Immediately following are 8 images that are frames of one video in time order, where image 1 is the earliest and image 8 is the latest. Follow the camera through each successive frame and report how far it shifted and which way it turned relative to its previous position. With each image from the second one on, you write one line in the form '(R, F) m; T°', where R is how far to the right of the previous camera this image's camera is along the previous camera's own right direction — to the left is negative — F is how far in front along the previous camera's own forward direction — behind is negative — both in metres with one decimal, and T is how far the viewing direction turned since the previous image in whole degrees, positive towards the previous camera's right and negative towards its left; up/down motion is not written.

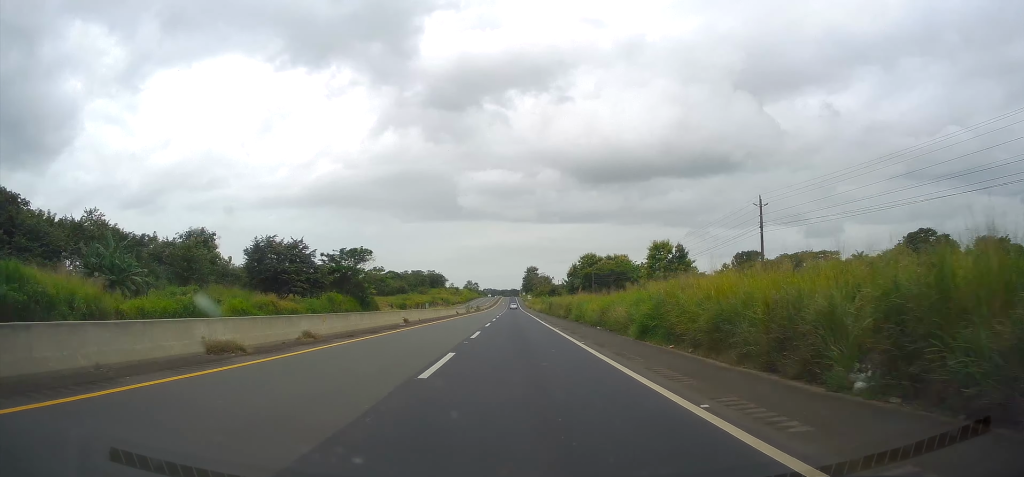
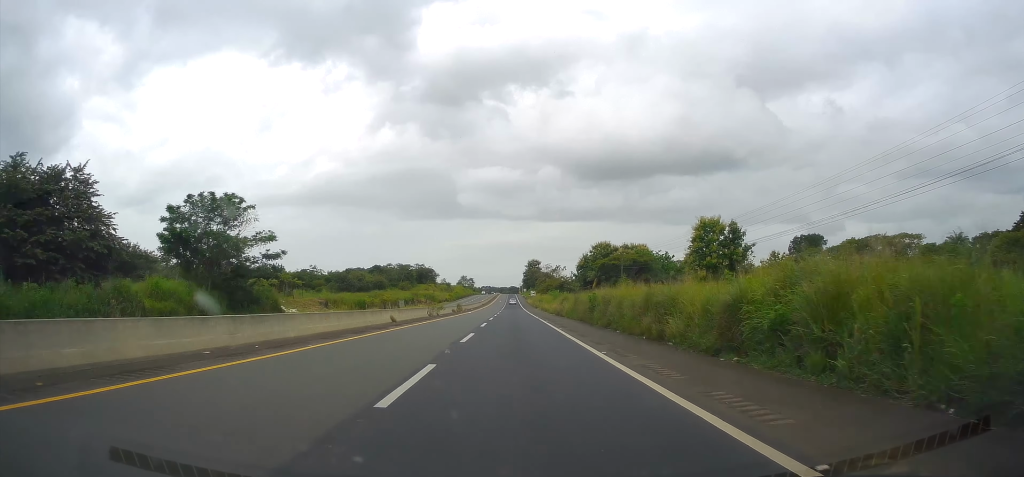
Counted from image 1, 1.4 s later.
(+0.1, +39.0) m; 0°
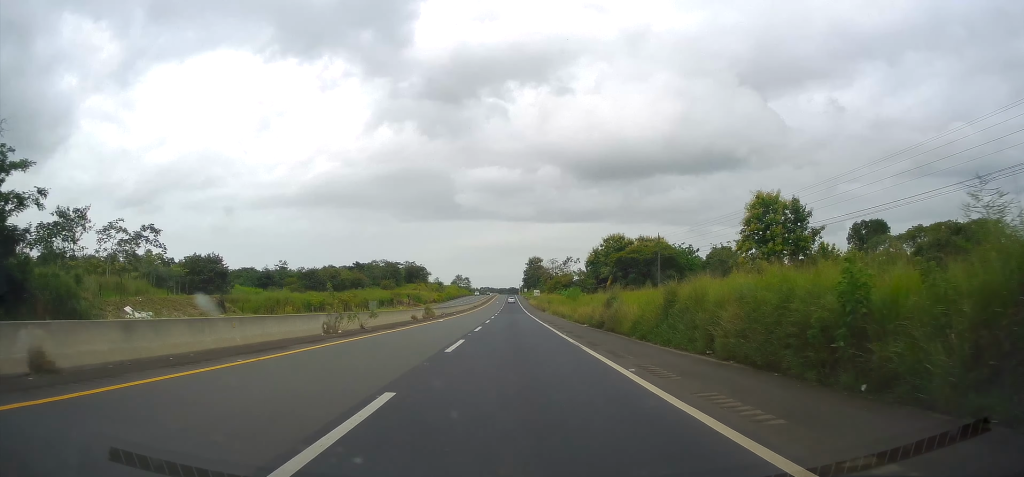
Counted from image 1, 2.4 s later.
(-0.1, +27.9) m; 0°
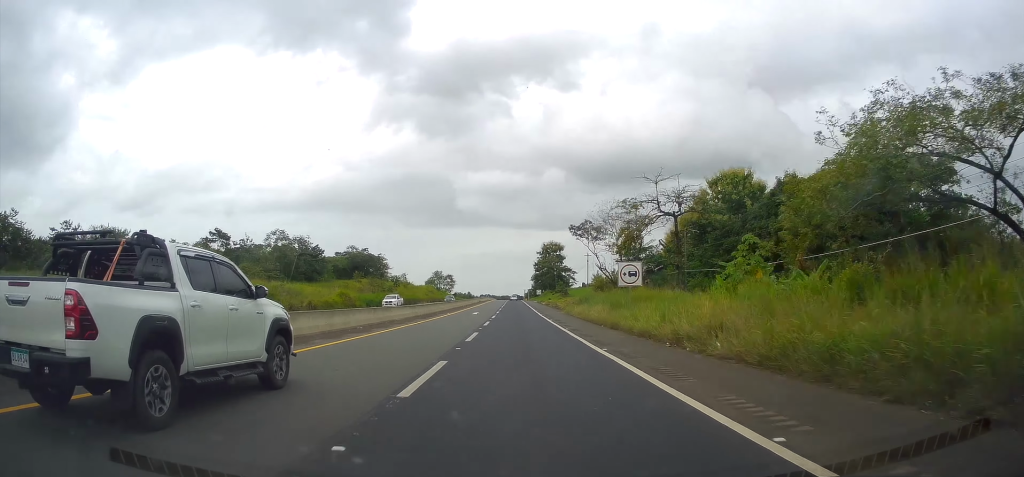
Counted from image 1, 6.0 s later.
(-0.1, +100.5) m; 0°
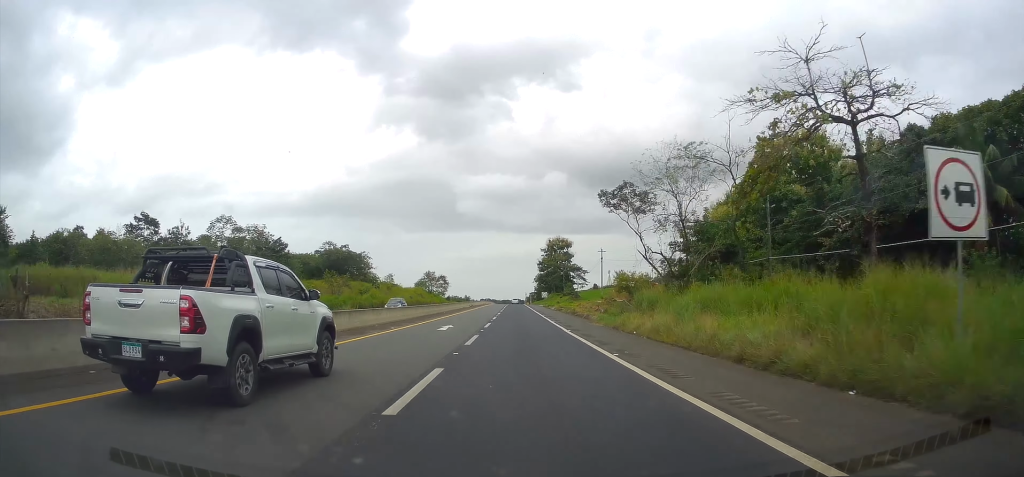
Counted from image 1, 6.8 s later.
(-0.2, +23.5) m; 0°
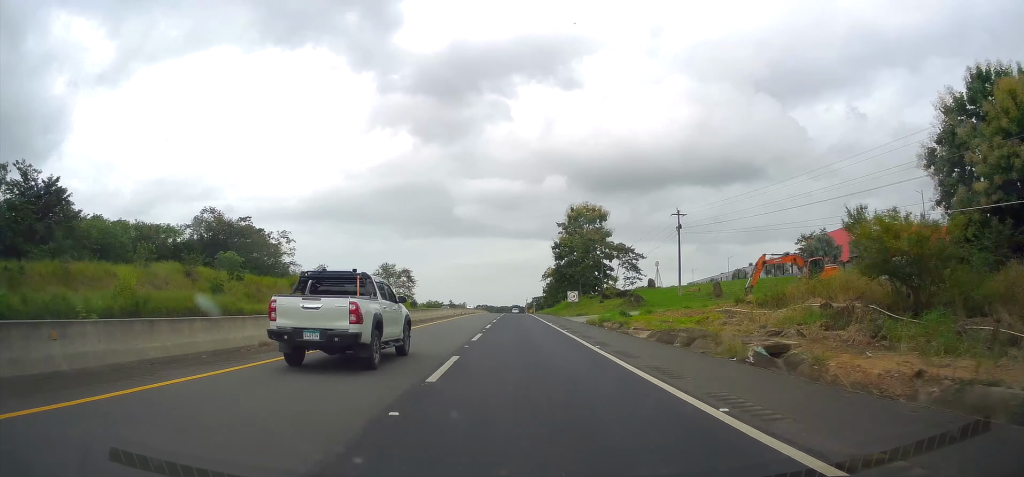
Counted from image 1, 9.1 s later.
(+0.2, +63.4) m; 0°
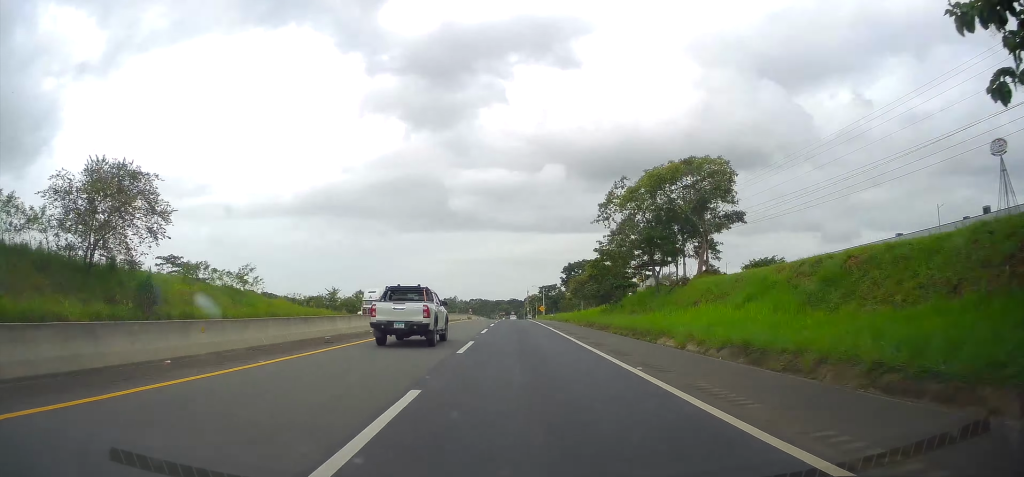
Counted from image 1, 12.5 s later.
(+0.3, +95.6) m; +1°
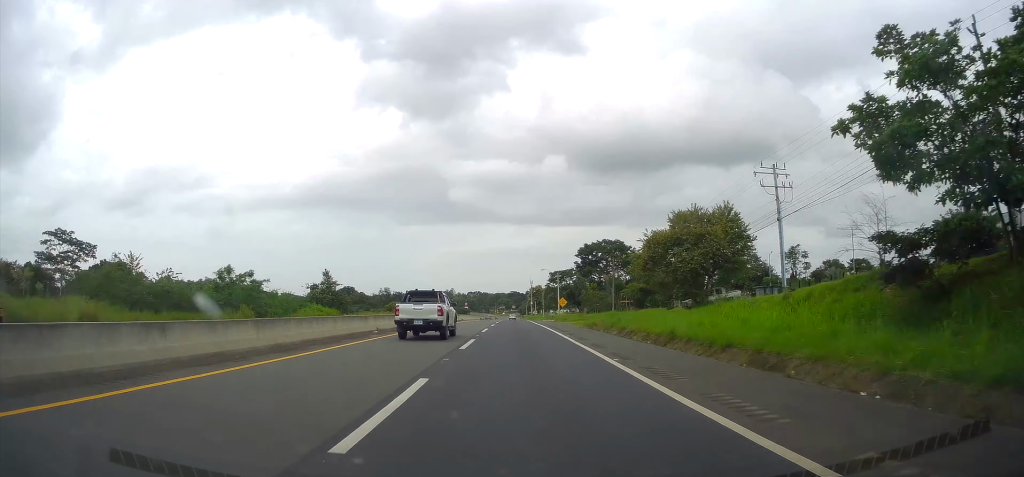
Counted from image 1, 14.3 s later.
(+0.1, +48.8) m; 0°
